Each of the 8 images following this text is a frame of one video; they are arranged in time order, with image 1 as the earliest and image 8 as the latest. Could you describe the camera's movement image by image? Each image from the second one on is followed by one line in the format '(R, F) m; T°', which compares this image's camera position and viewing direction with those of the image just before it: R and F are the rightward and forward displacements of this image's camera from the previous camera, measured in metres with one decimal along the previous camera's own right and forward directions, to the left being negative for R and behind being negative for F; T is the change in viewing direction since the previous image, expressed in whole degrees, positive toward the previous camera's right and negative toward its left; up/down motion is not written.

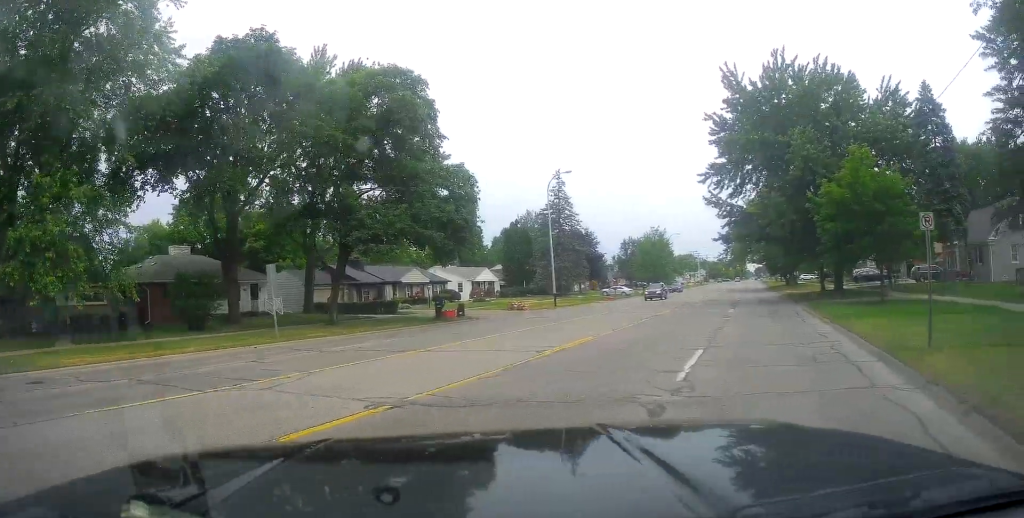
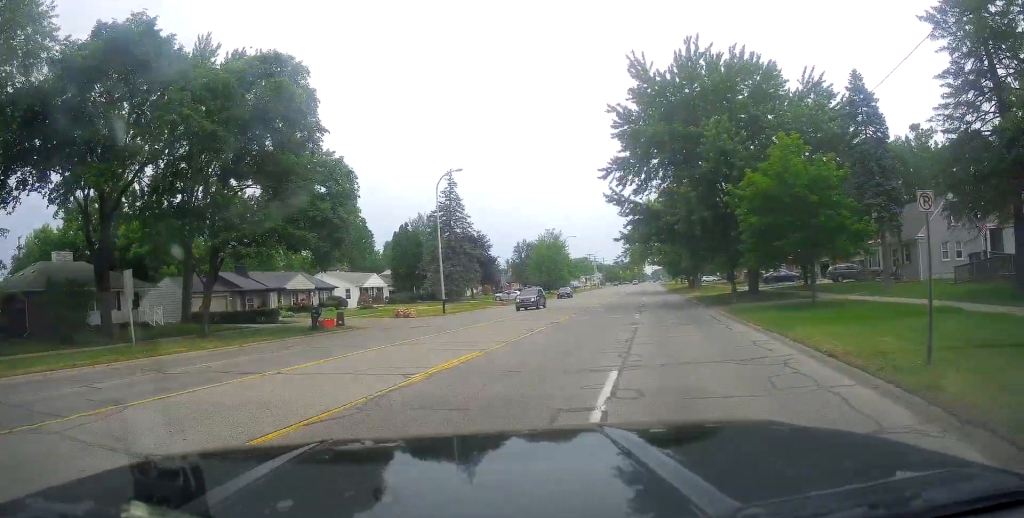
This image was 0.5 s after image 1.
(+0.2, +2.9) m; +7°
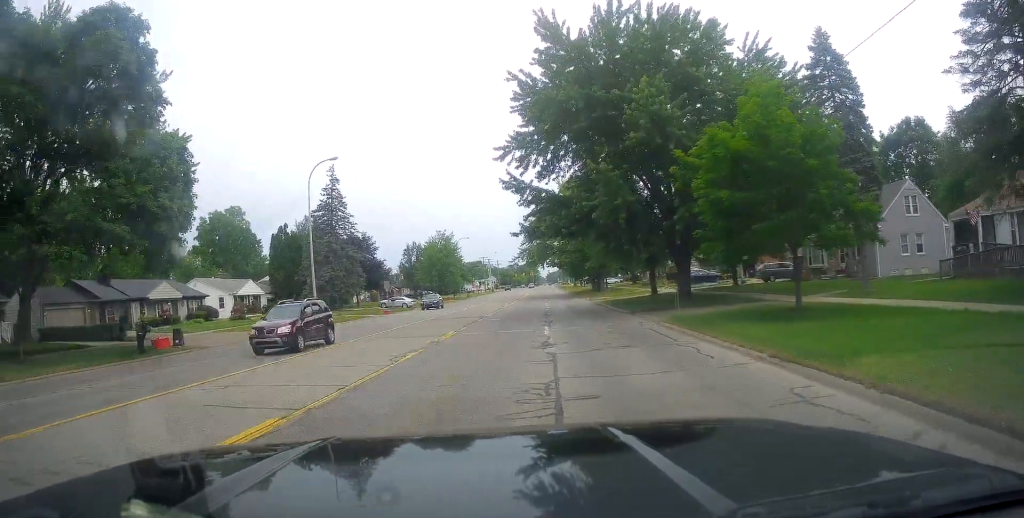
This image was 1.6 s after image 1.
(+0.8, +7.0) m; +13°
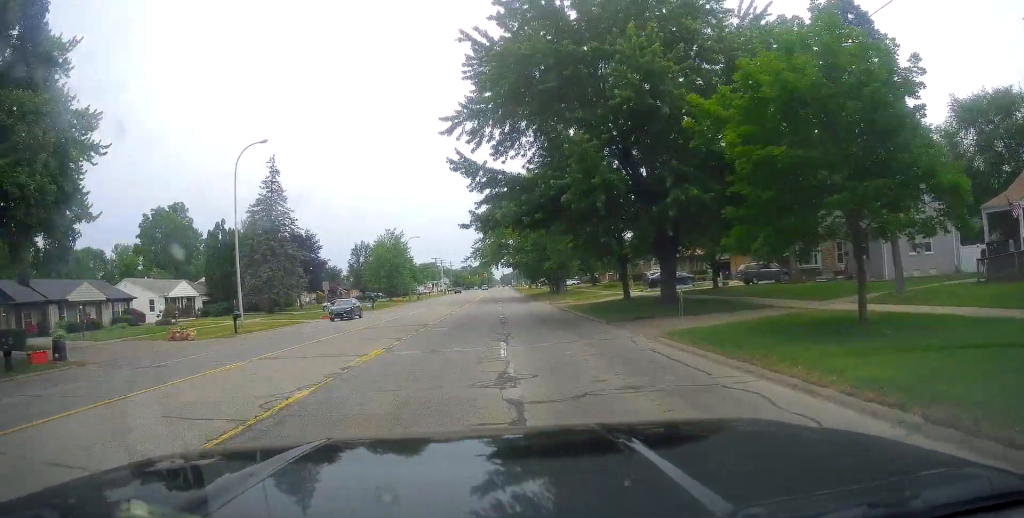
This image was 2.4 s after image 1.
(+0.3, +5.3) m; +7°
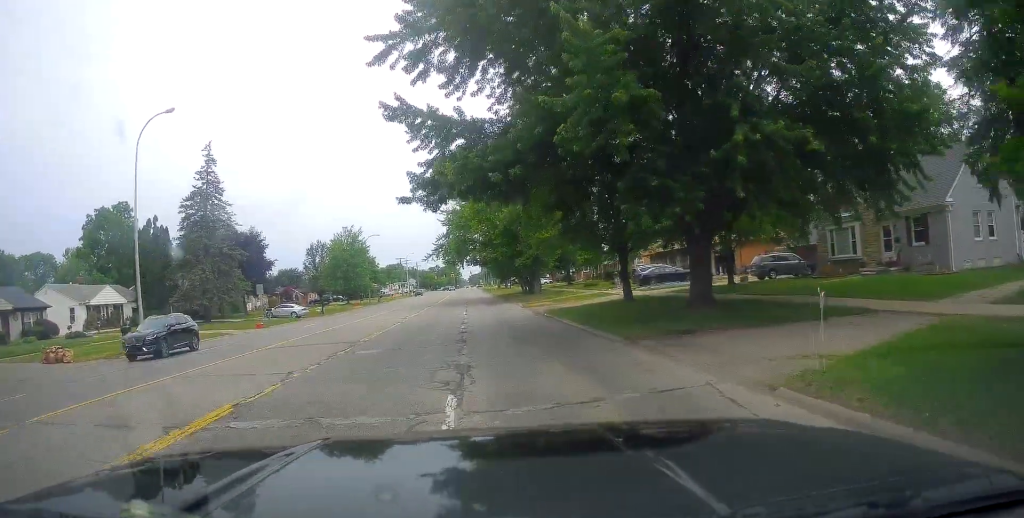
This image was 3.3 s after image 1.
(+0.6, +7.9) m; +4°
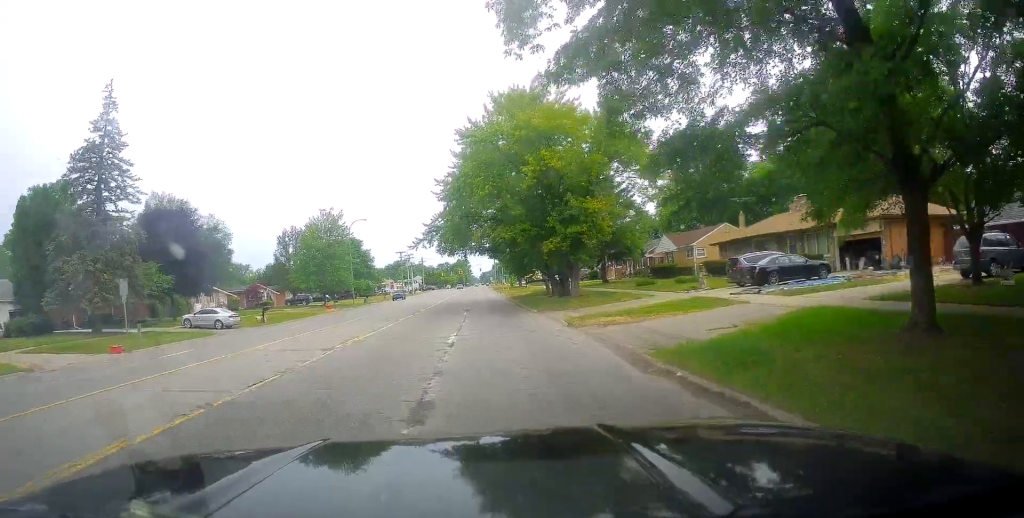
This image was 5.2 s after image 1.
(-0.6, +18.7) m; -1°
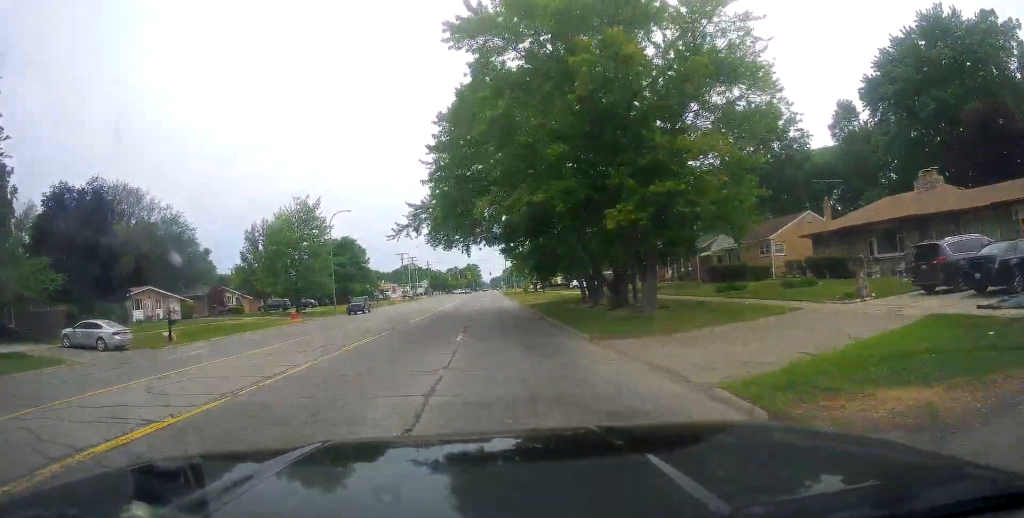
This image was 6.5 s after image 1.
(+0.5, +15.0) m; +2°
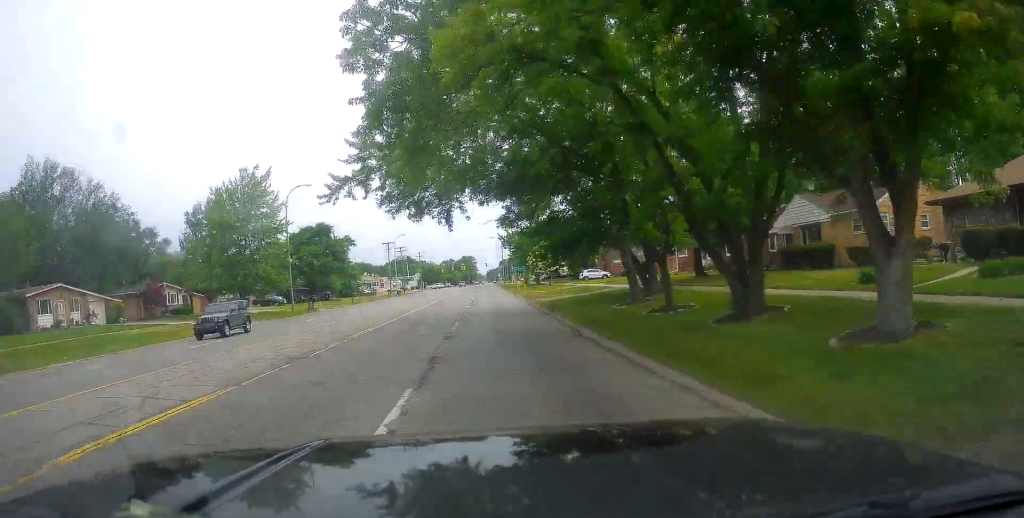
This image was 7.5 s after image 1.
(0.0, +13.7) m; -1°
